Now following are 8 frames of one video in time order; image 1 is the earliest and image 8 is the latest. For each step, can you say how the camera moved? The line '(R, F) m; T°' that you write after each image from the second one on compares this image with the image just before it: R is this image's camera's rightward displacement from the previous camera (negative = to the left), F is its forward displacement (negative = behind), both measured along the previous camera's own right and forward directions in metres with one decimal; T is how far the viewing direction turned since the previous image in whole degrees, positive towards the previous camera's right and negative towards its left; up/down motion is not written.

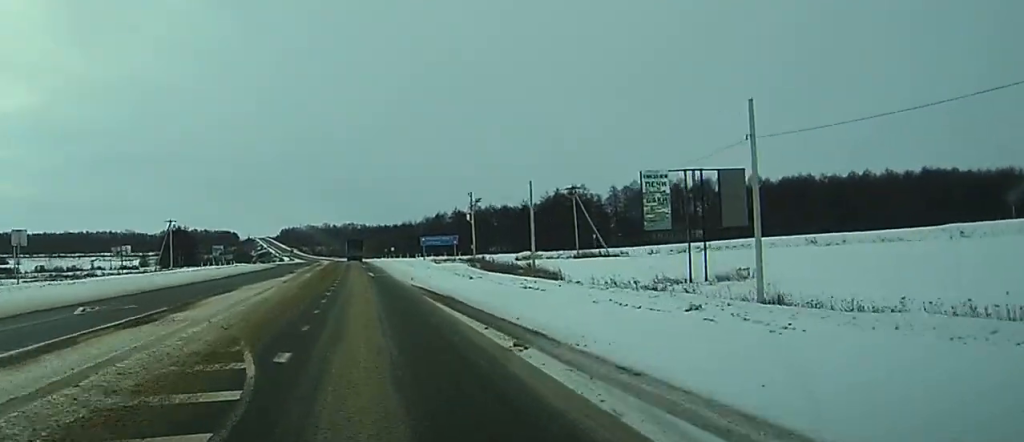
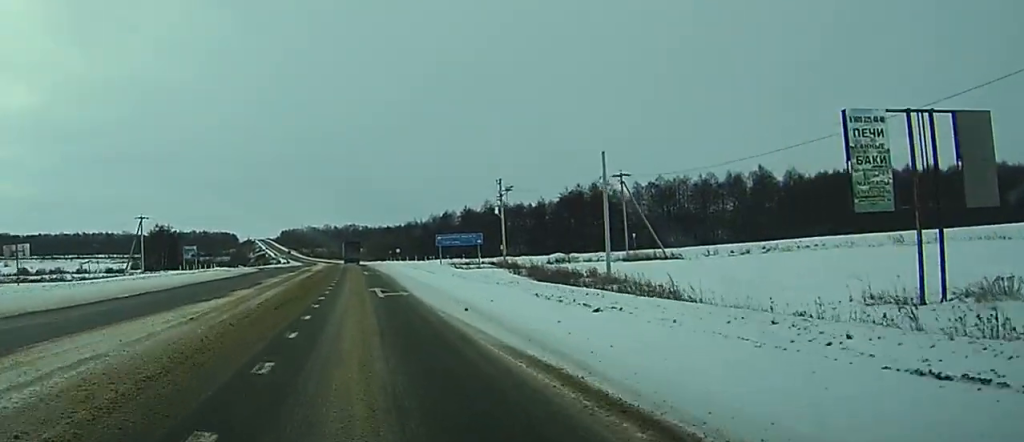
(0.0, +20.6) m; 0°
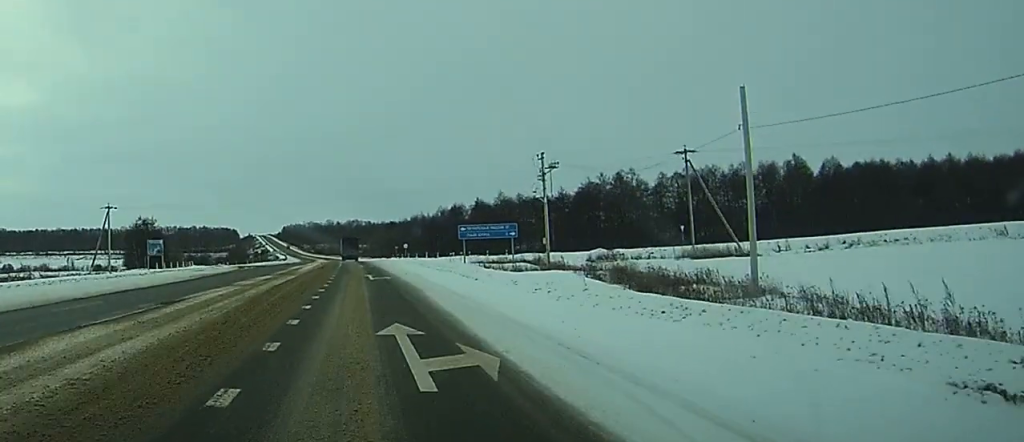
(0.0, +18.0) m; 0°
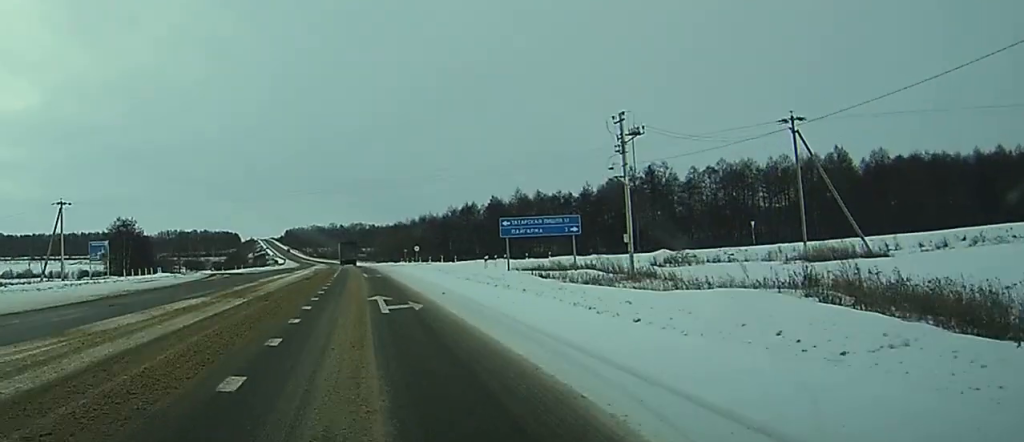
(0.0, +18.9) m; 0°
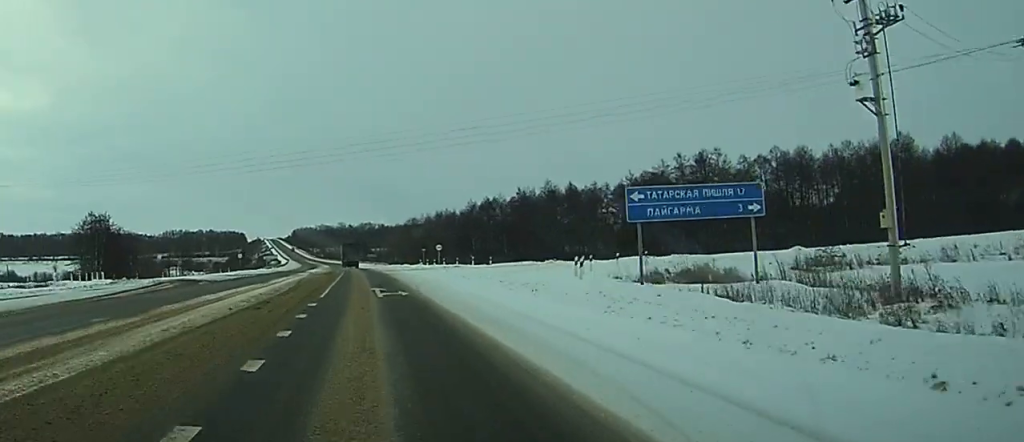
(0.0, +22.4) m; 0°
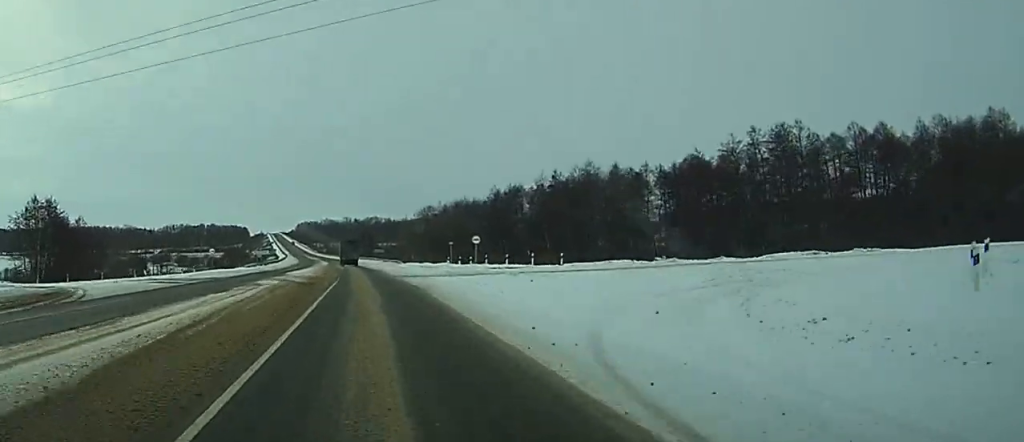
(-0.1, +27.6) m; 0°
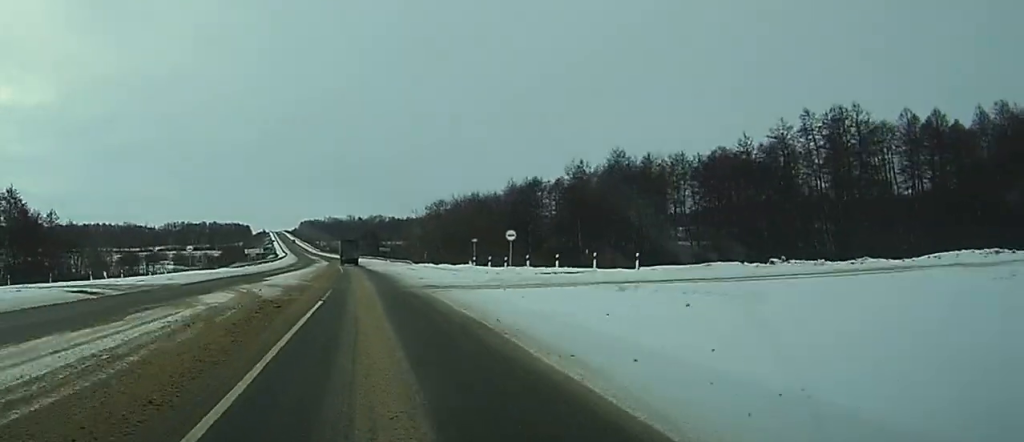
(-0.1, +14.8) m; 0°
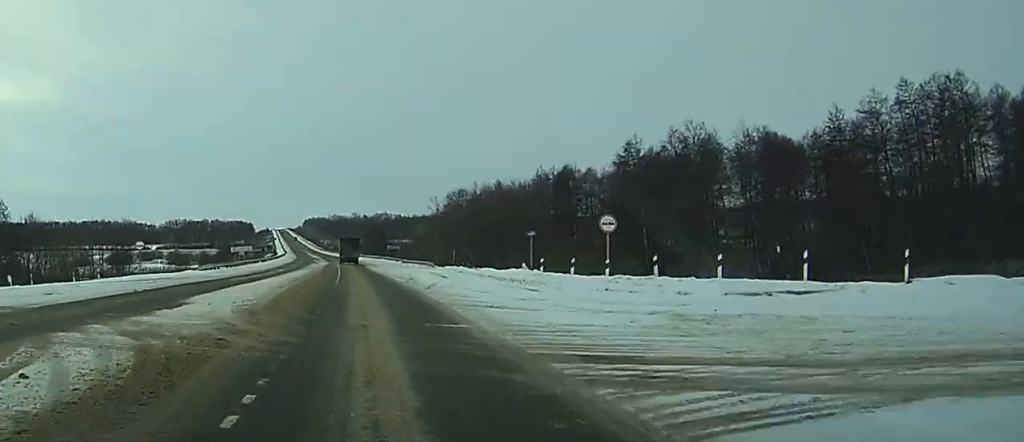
(-0.1, +20.9) m; 0°
